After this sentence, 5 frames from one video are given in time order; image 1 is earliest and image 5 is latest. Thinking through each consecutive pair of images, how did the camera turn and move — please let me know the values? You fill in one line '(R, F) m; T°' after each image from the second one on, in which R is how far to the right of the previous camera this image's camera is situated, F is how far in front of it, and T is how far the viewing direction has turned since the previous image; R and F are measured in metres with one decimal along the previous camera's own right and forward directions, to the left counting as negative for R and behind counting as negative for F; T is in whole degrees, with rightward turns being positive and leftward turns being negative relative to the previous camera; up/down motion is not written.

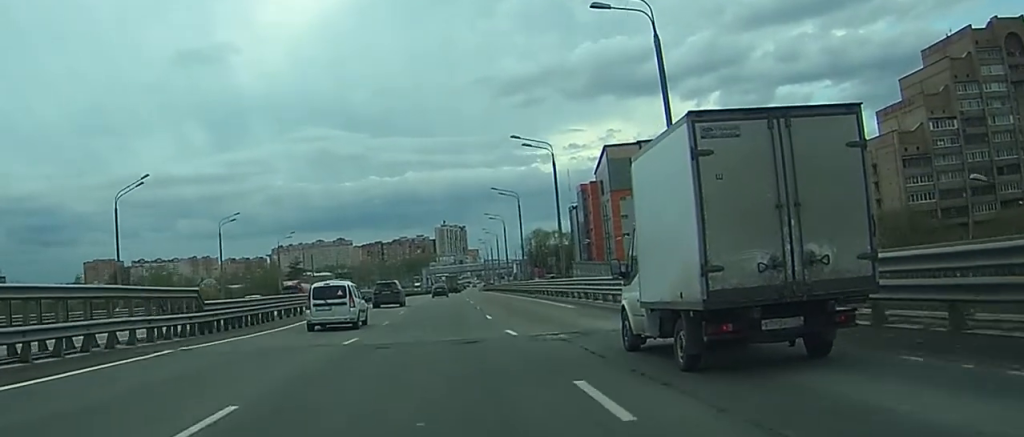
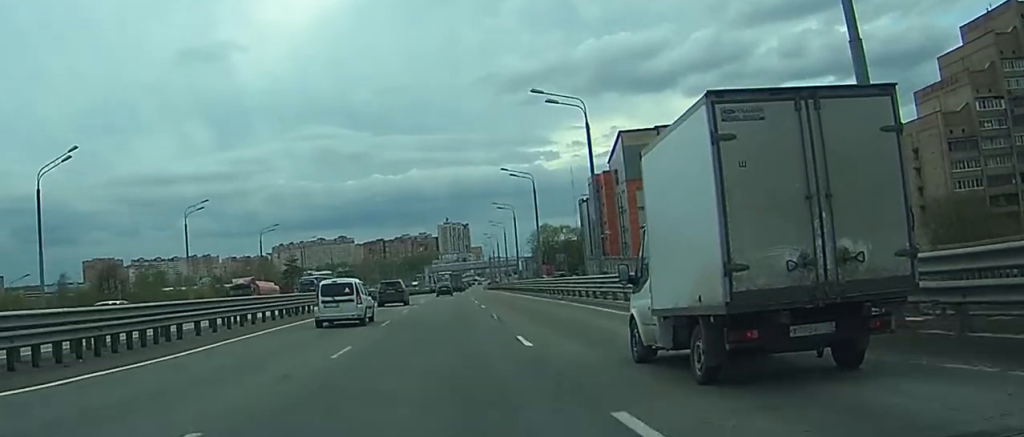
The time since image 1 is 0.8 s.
(-0.1, +14.8) m; 0°
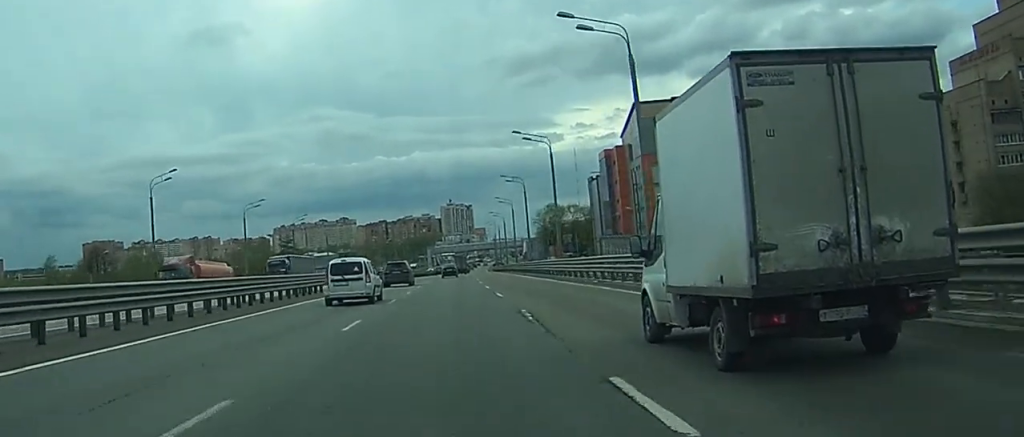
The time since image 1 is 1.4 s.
(-0.1, +11.6) m; 0°
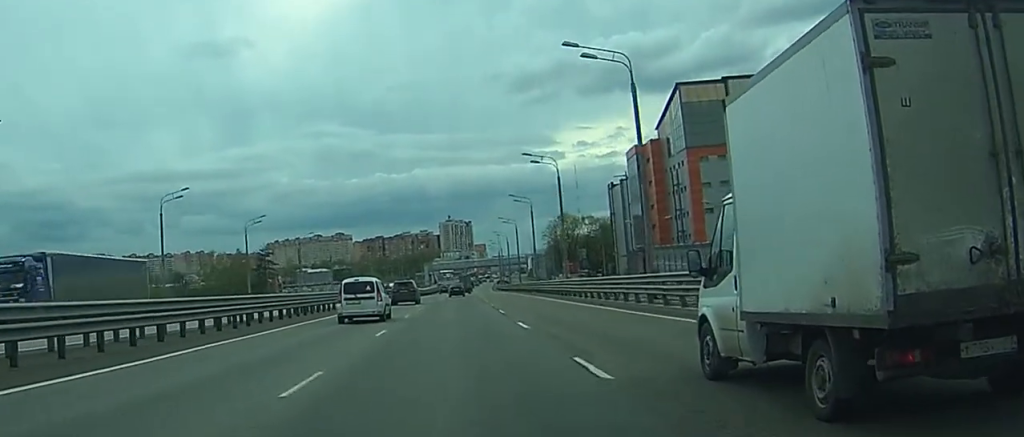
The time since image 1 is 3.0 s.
(0.0, +32.3) m; 0°
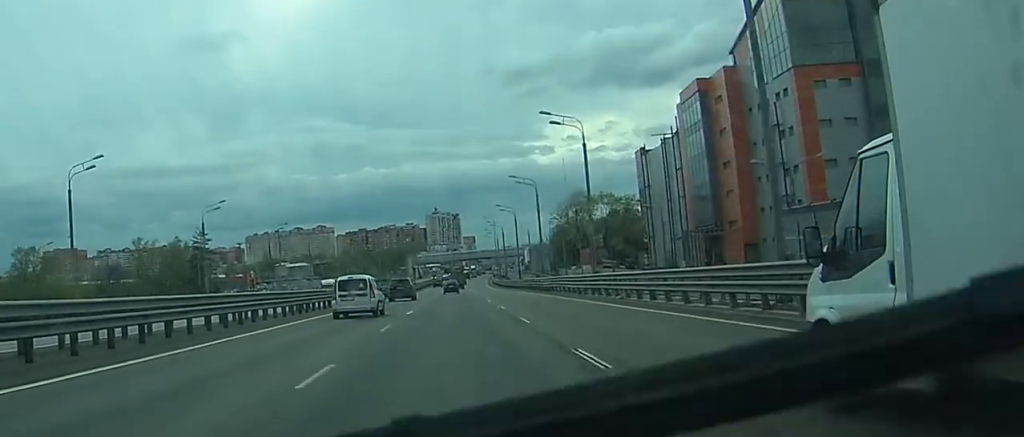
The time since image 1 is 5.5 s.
(+0.6, +48.5) m; +2°
